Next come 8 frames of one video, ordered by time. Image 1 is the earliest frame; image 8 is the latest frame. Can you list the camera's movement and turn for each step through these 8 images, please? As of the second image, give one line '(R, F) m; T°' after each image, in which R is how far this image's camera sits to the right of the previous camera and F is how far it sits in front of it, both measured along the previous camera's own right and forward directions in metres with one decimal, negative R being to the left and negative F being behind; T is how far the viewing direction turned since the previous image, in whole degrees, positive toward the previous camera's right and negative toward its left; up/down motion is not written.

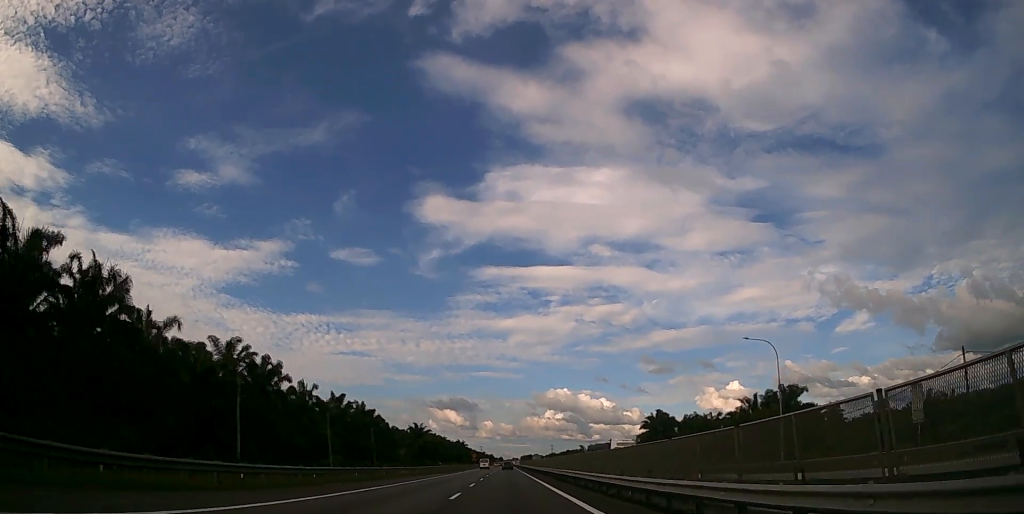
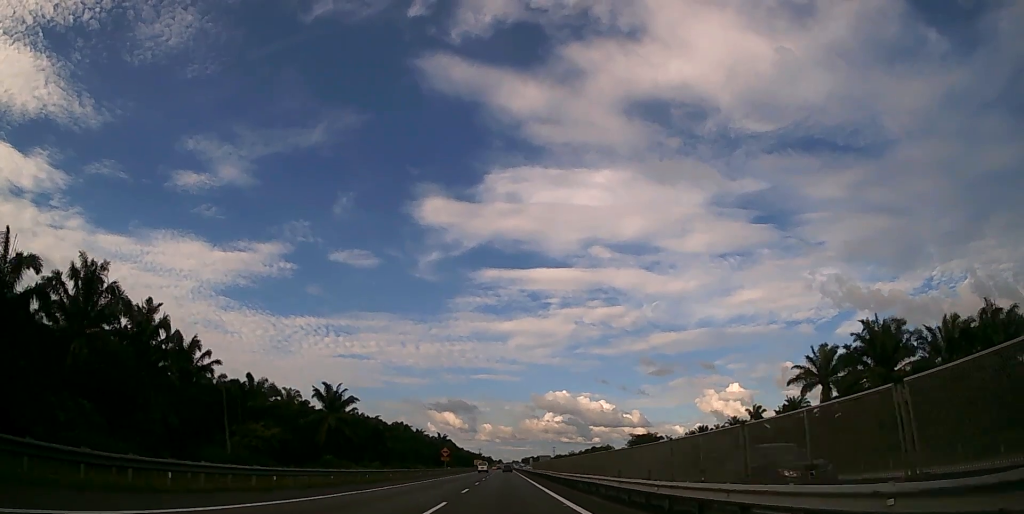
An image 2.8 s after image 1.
(+0.1, +84.7) m; 0°
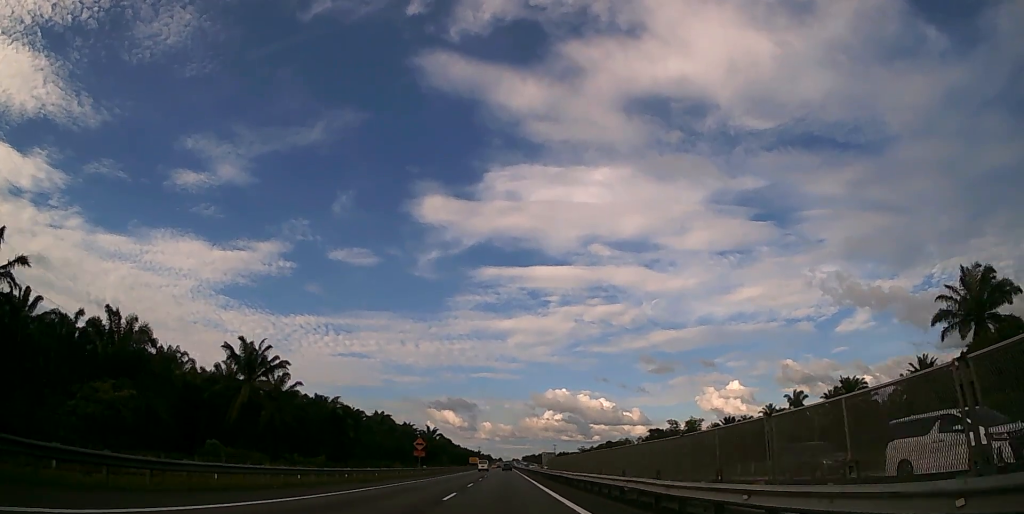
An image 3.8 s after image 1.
(0.0, +29.1) m; 0°
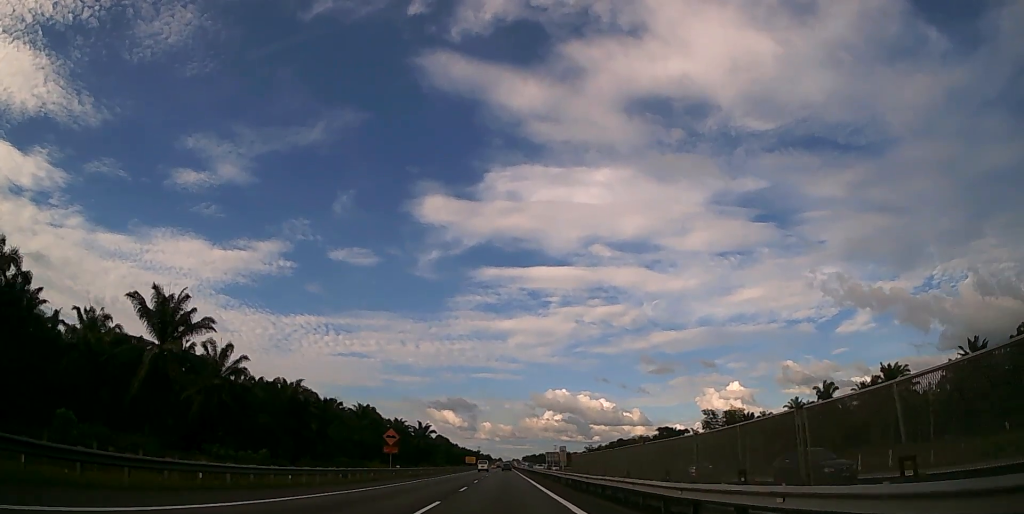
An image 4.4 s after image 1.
(0.0, +17.0) m; 0°
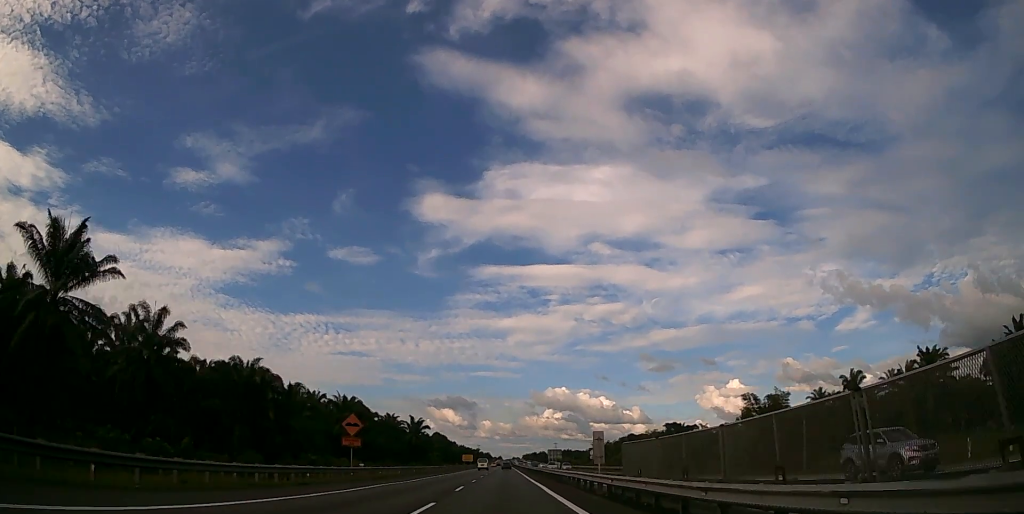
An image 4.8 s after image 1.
(0.0, +13.4) m; 0°
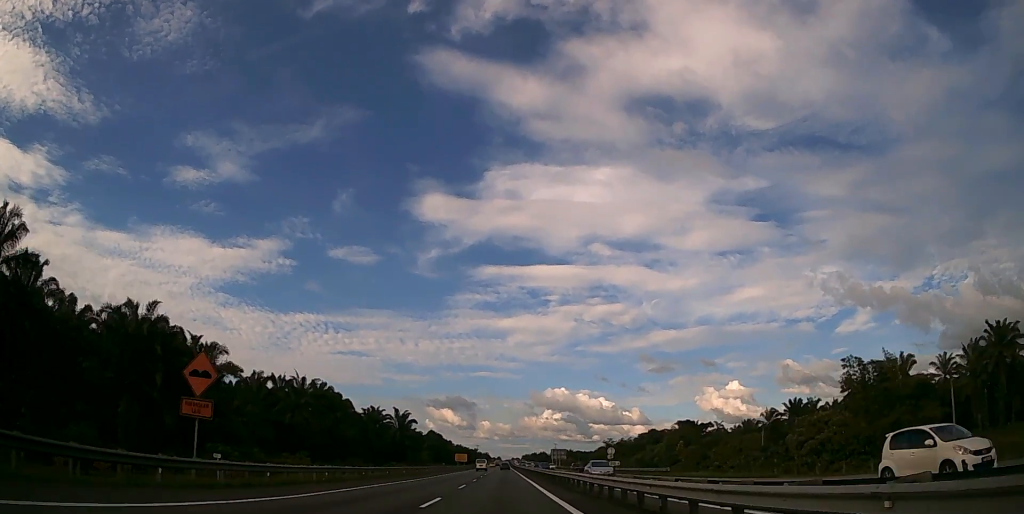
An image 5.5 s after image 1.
(0.0, +20.8) m; 0°
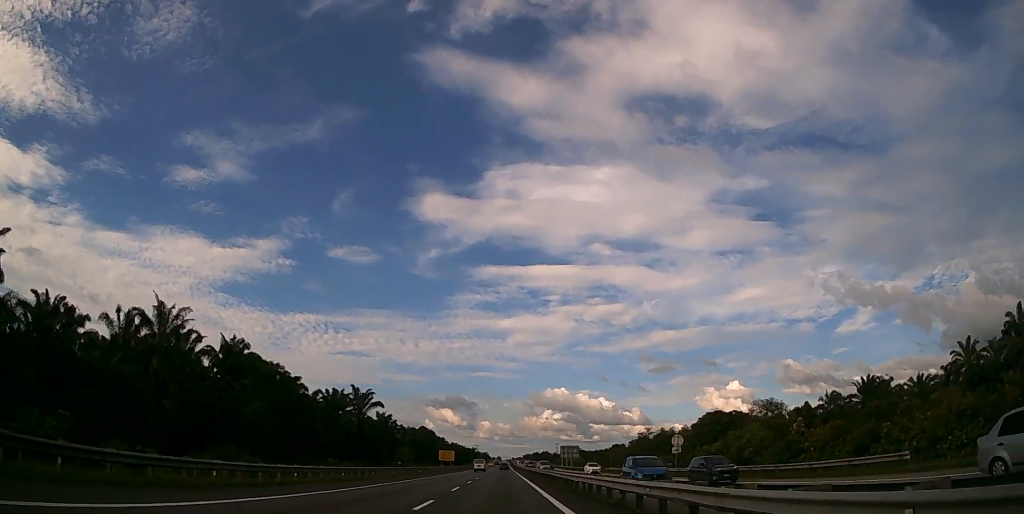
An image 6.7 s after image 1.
(0.0, +36.9) m; 0°
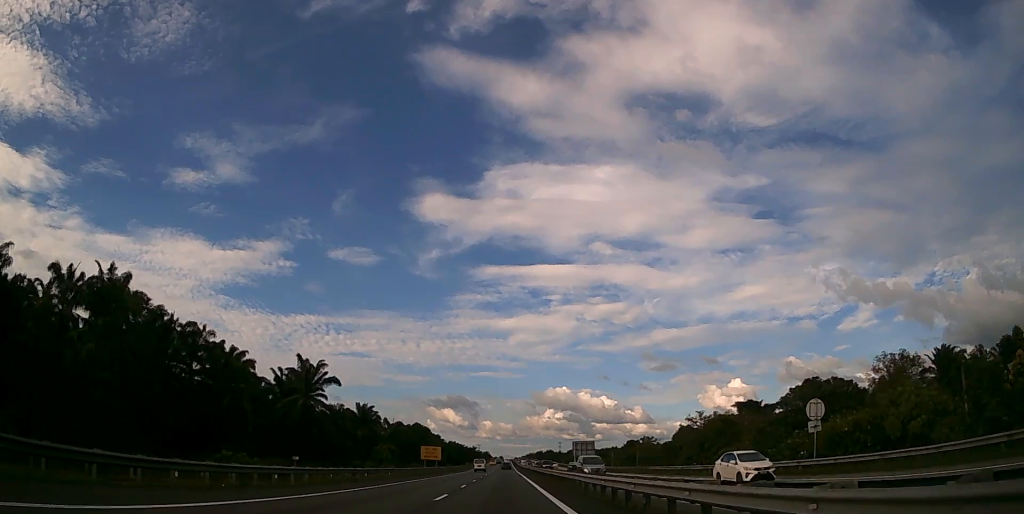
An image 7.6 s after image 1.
(+0.1, +26.9) m; 0°
